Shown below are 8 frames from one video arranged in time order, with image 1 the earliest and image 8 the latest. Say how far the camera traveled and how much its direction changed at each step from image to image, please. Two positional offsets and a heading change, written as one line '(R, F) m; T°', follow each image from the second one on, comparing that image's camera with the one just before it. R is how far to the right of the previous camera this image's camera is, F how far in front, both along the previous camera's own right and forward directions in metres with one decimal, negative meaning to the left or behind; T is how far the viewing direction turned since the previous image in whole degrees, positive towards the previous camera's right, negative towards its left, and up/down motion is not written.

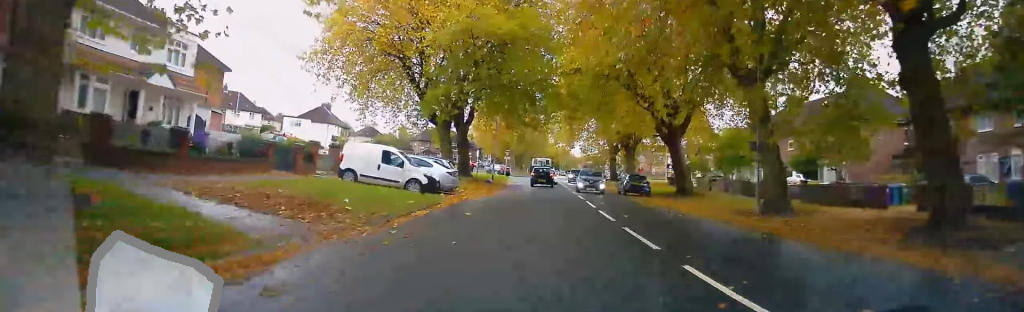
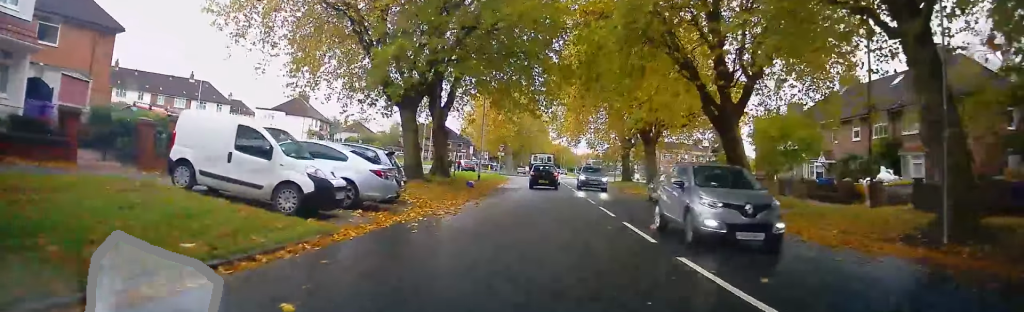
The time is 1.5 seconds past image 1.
(-0.1, +11.5) m; -5°
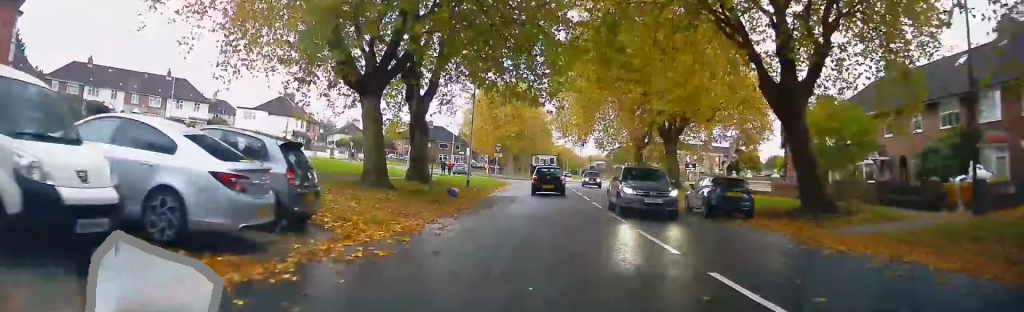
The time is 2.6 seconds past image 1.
(-0.2, +7.3) m; +3°
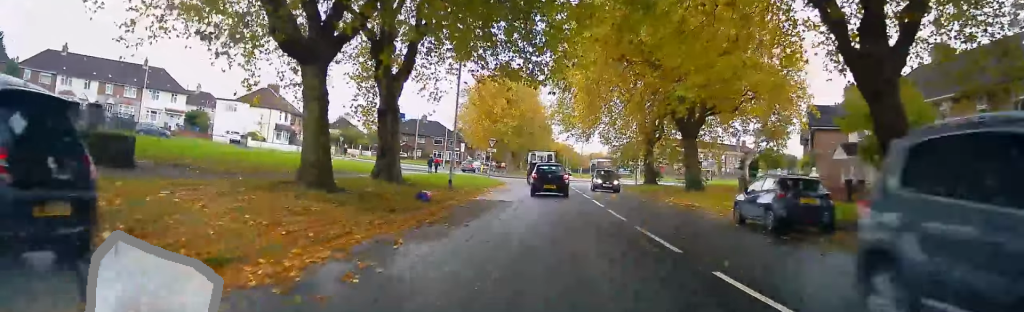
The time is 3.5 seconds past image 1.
(+0.5, +6.0) m; +2°
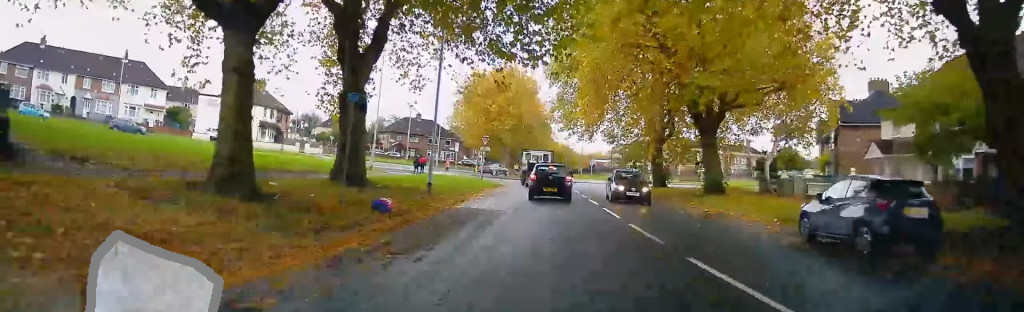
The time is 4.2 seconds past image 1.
(-0.1, +4.6) m; 0°
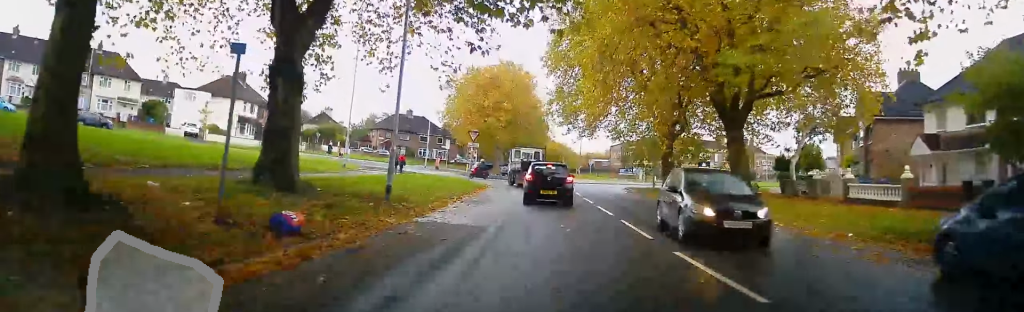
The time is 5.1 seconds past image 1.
(0.0, +5.1) m; +2°
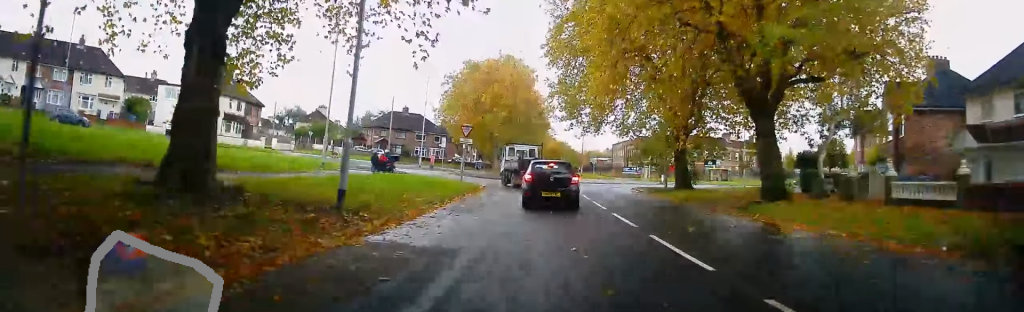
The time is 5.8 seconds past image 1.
(+0.1, +3.8) m; +3°
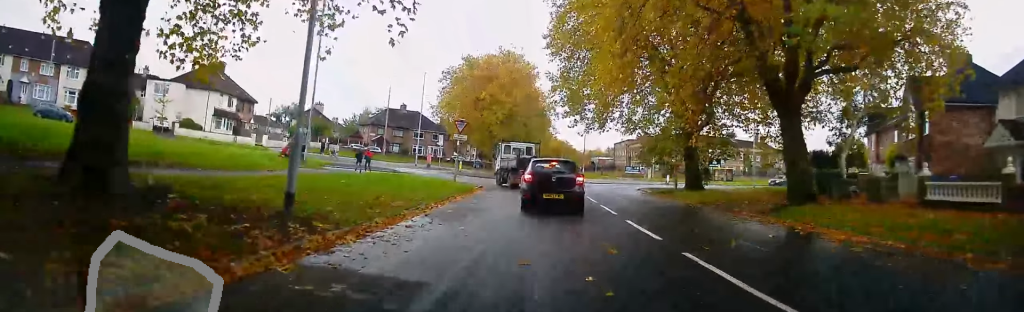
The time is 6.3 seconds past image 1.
(+0.1, +2.5) m; 0°
